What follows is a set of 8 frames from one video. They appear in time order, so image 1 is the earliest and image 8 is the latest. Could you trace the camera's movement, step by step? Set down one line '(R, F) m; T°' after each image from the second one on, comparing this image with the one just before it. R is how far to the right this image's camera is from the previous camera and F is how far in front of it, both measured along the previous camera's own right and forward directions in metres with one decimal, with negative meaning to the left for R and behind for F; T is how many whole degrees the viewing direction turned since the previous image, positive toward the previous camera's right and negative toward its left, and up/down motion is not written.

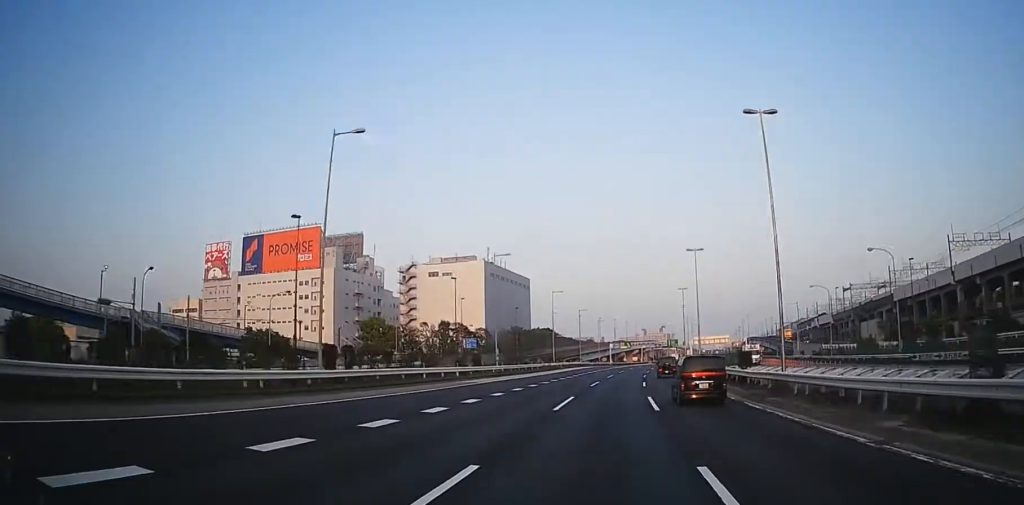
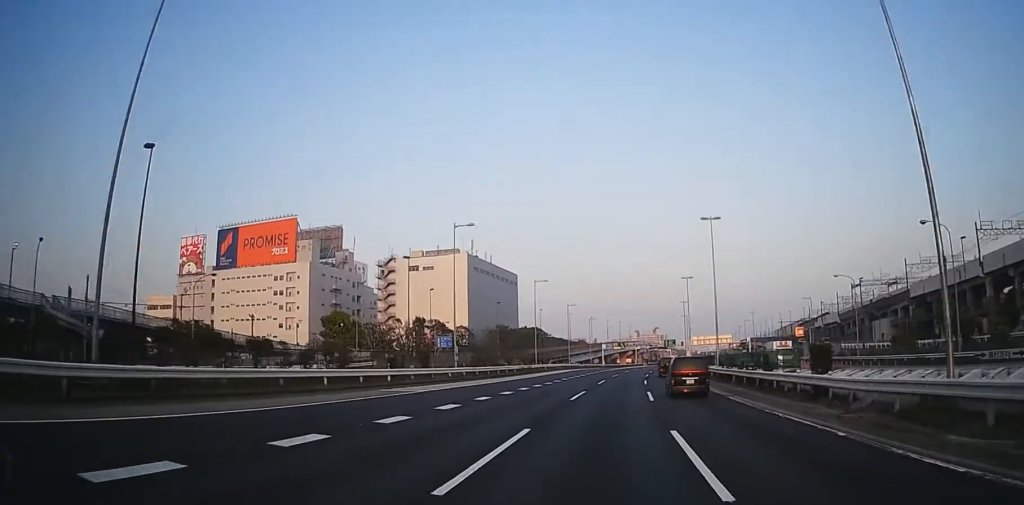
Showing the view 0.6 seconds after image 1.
(0.0, +13.4) m; +1°
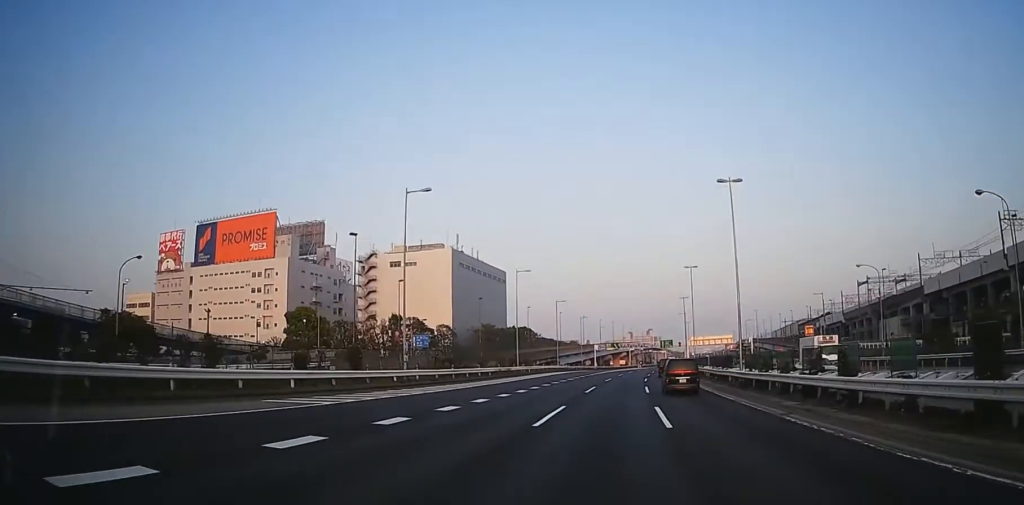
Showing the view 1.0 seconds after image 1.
(+0.2, +10.7) m; +1°
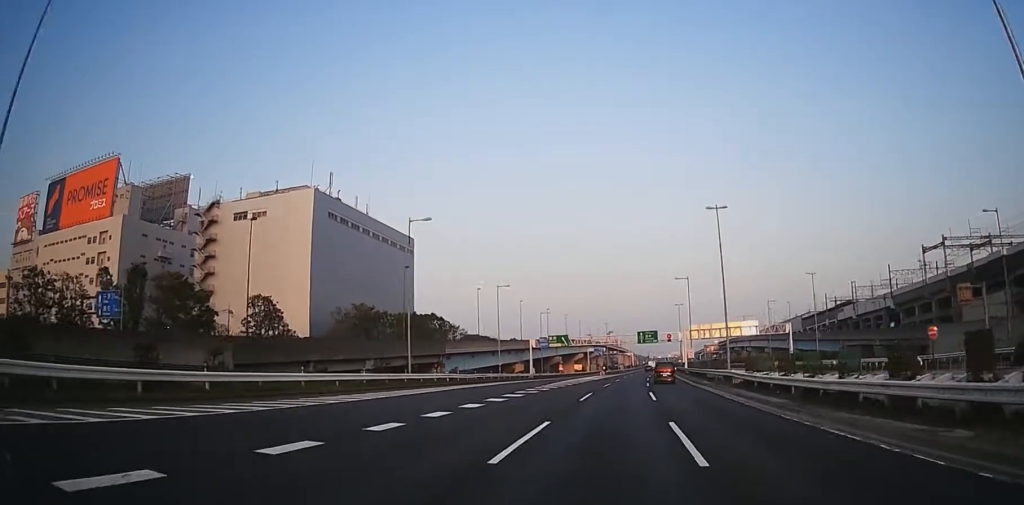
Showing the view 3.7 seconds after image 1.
(+3.4, +64.6) m; +6°
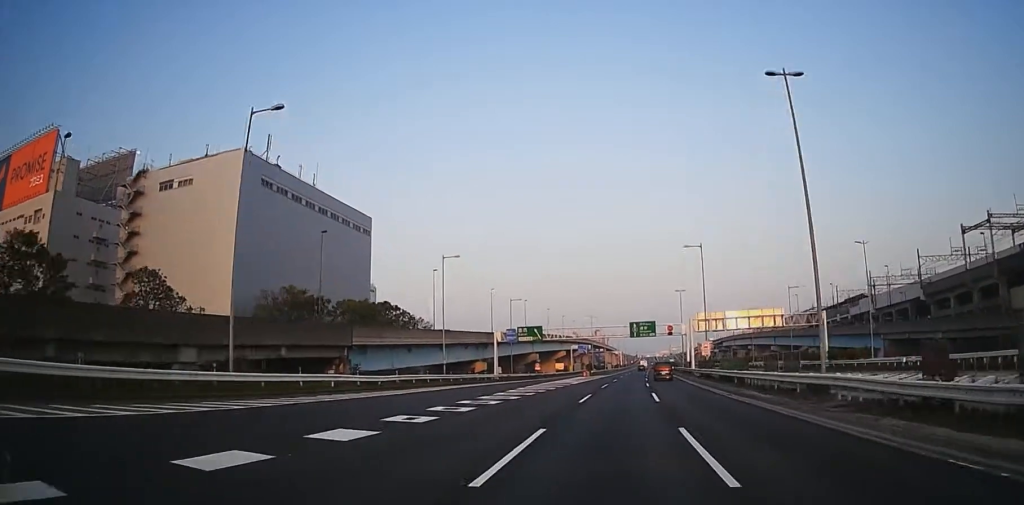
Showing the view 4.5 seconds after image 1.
(+0.4, +19.0) m; 0°
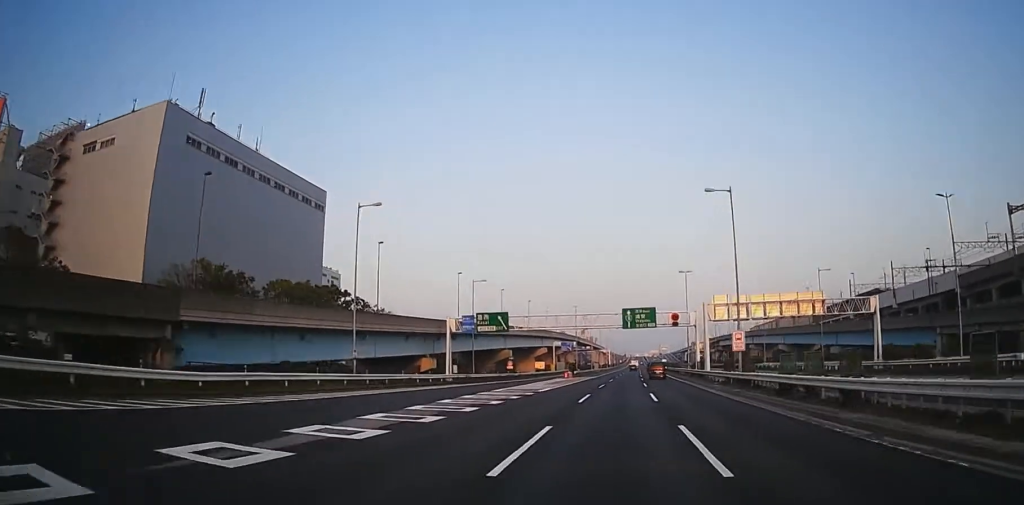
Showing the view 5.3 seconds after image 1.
(-0.2, +18.3) m; 0°
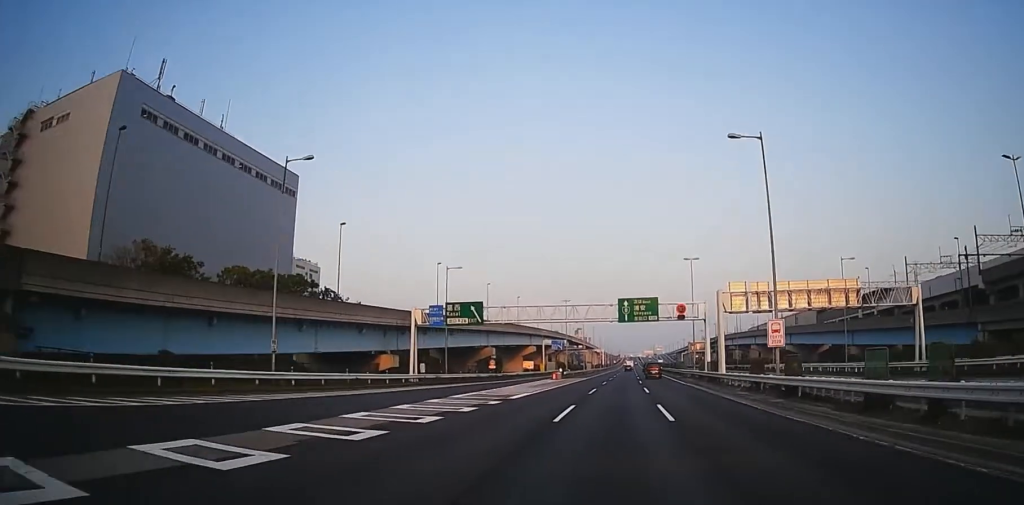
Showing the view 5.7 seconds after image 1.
(-0.1, +9.7) m; 0°
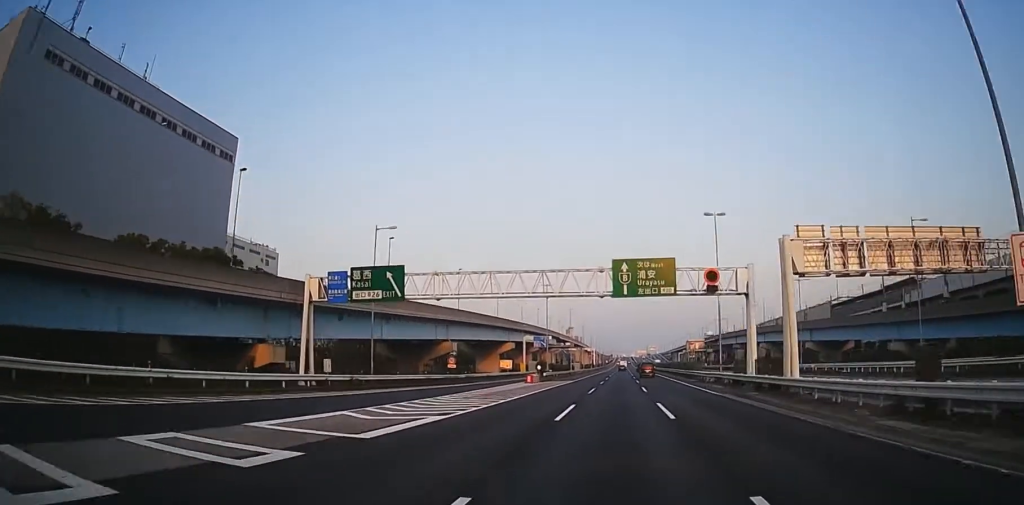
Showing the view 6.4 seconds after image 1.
(+0.3, +18.0) m; +1°
